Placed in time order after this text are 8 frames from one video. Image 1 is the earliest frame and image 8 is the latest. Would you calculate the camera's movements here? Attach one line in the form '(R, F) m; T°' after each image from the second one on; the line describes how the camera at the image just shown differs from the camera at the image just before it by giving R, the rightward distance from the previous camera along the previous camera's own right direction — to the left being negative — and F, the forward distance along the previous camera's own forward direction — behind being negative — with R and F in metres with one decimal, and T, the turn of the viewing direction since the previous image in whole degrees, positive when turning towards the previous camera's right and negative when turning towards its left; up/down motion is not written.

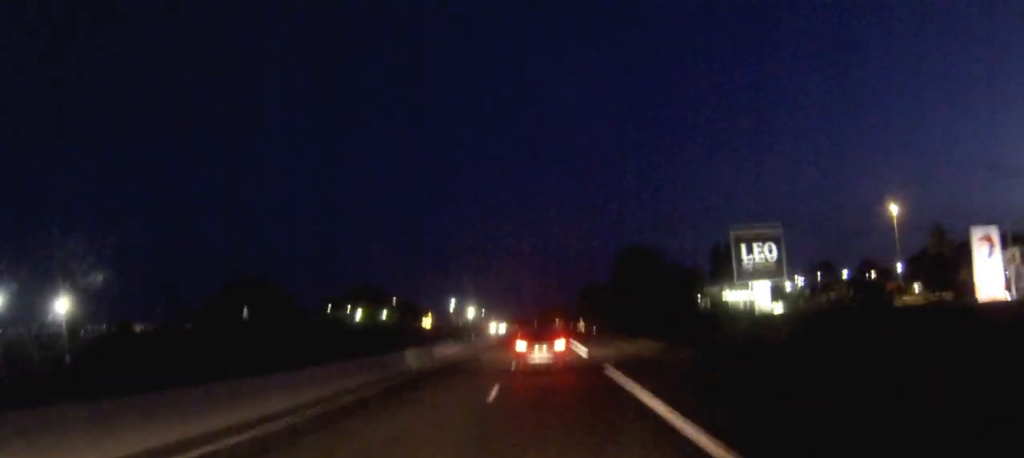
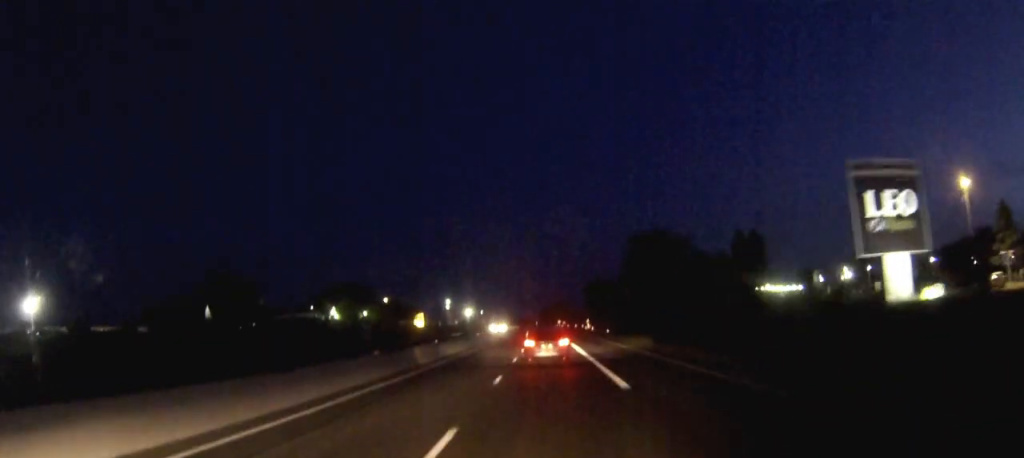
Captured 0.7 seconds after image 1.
(0.0, +21.3) m; 0°
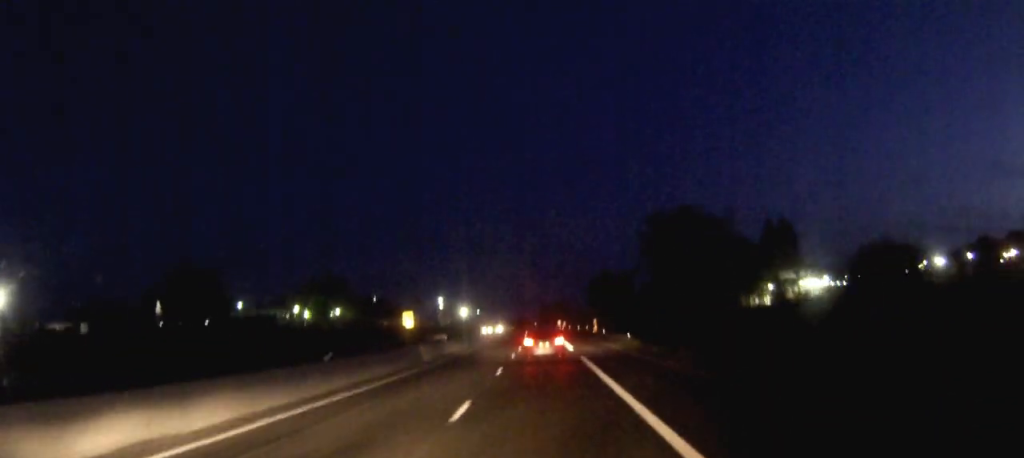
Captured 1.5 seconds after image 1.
(0.0, +21.3) m; 0°
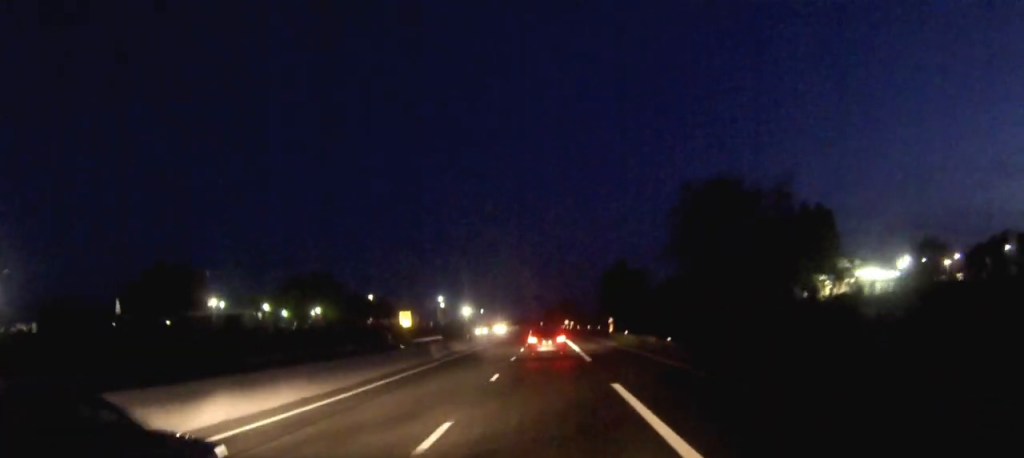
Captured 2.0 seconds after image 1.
(0.0, +16.5) m; 0°
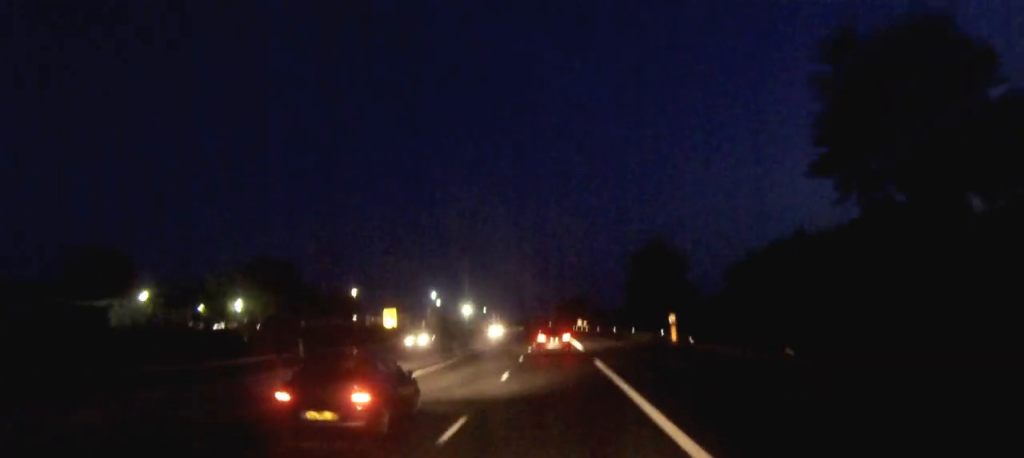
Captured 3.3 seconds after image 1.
(-0.1, +37.9) m; -1°
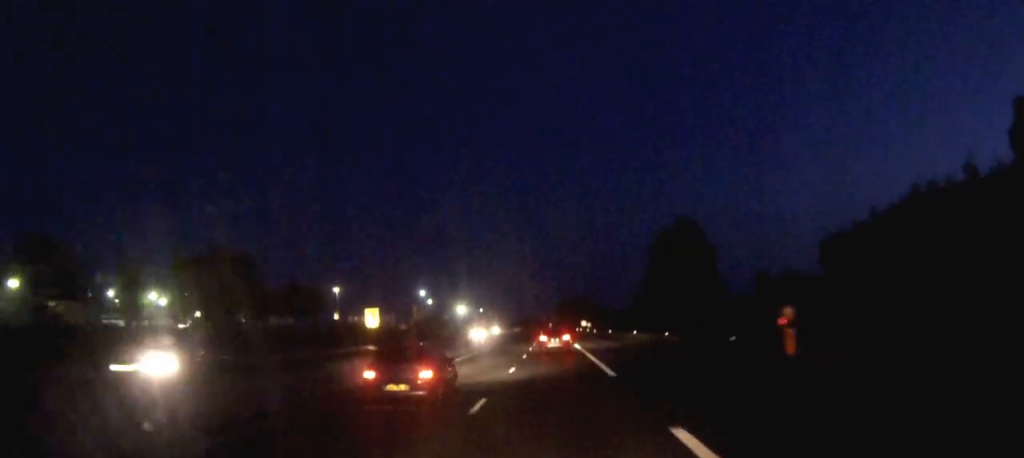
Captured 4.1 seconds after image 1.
(-0.1, +22.4) m; 0°
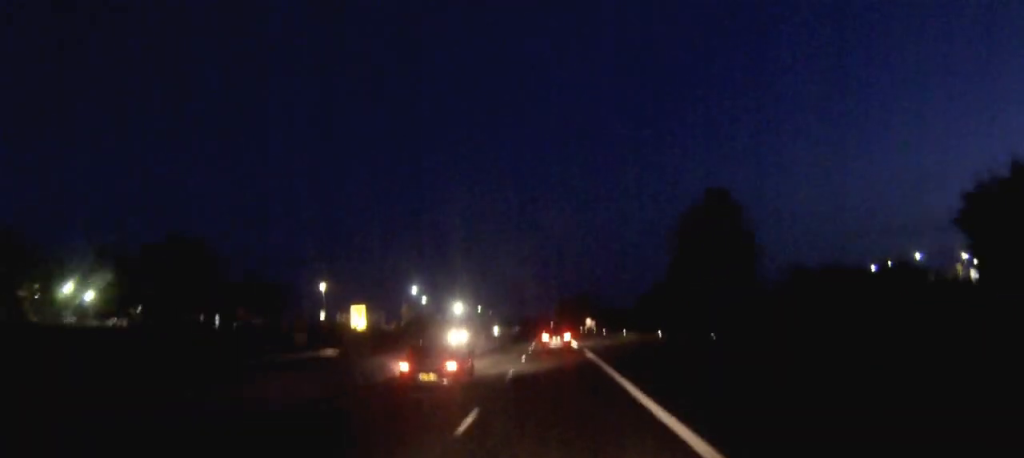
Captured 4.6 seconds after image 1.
(0.0, +15.6) m; 0°
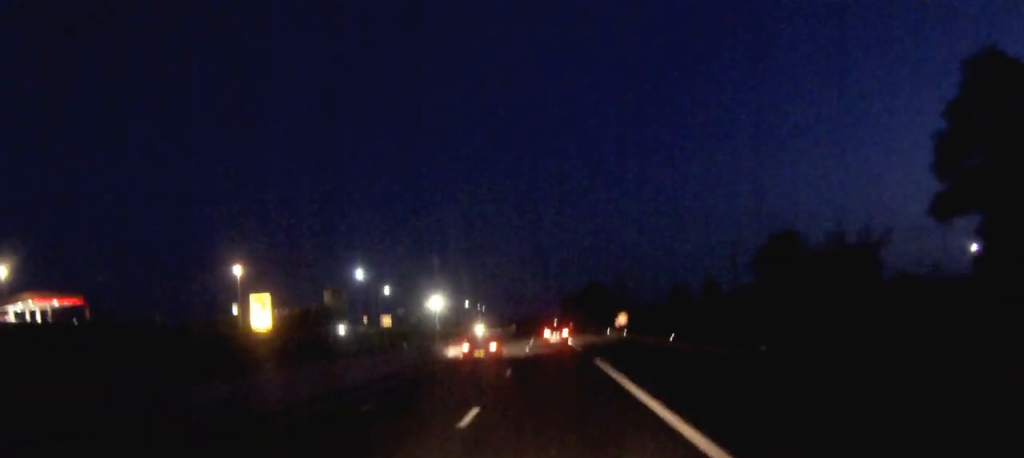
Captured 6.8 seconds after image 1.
(-0.2, +64.6) m; 0°
